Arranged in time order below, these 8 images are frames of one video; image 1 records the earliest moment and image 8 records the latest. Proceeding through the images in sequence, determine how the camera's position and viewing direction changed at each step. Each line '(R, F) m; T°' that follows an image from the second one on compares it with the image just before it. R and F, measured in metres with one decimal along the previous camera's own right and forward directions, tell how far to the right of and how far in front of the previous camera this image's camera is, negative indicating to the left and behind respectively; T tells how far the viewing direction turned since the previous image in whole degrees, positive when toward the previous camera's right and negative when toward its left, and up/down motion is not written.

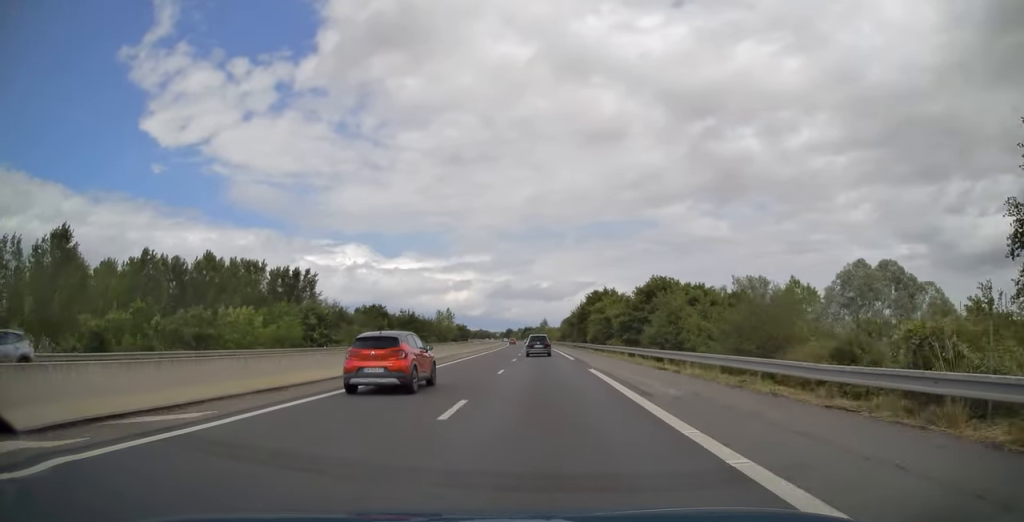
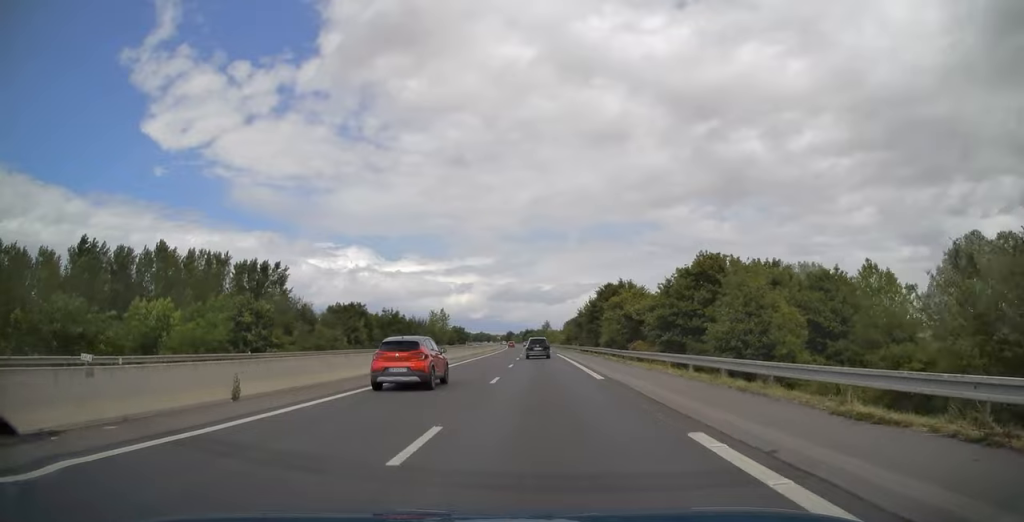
(-0.1, +16.8) m; 0°
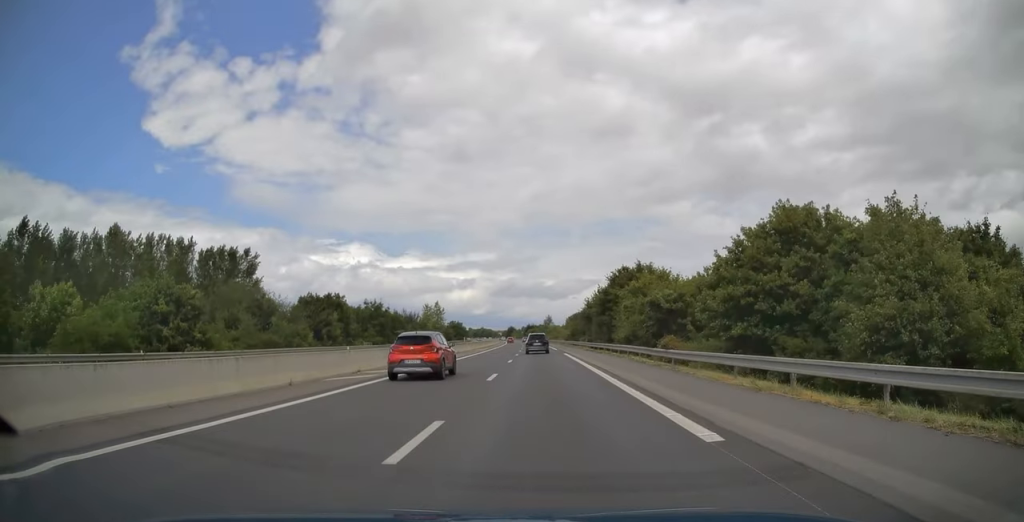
(-0.1, +13.5) m; 0°
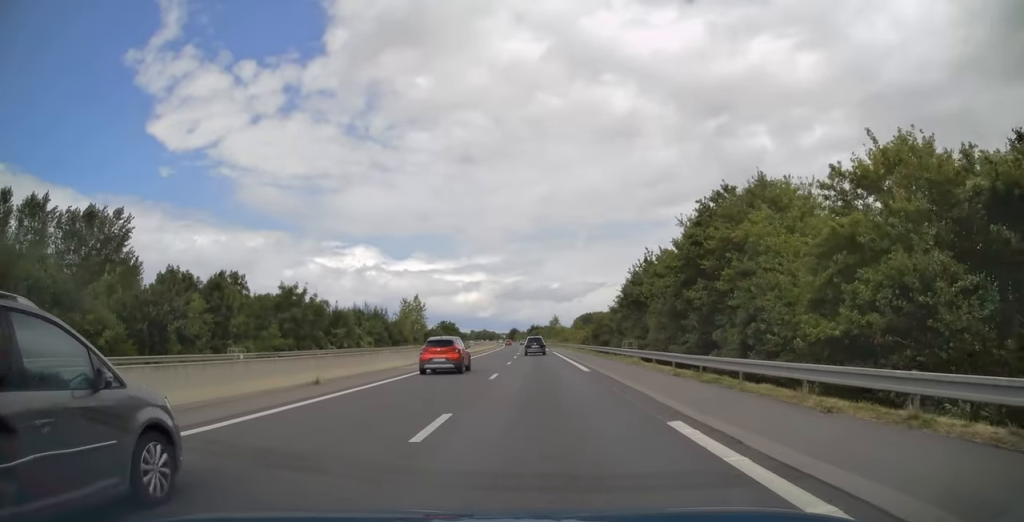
(-0.2, +37.3) m; 0°
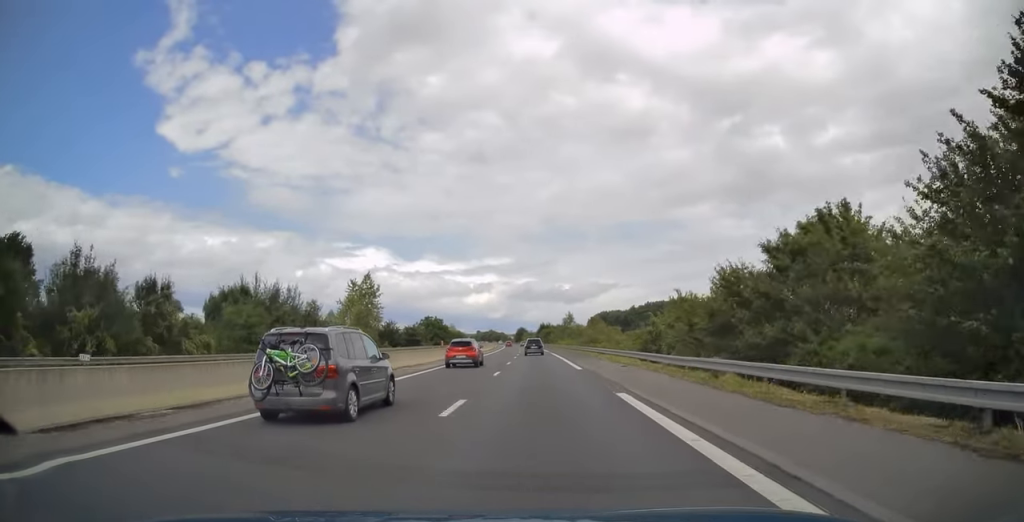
(-0.2, +49.5) m; -1°
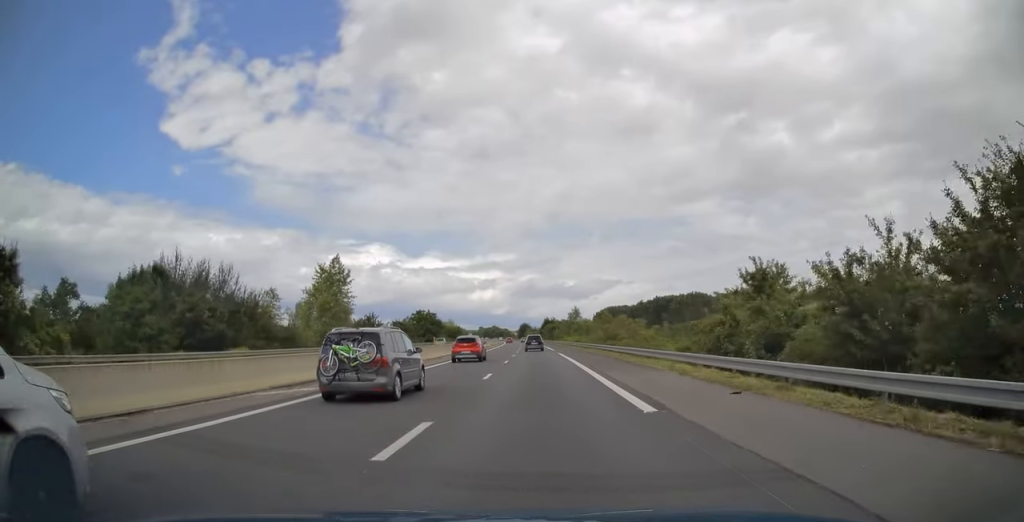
(-0.1, +17.2) m; 0°
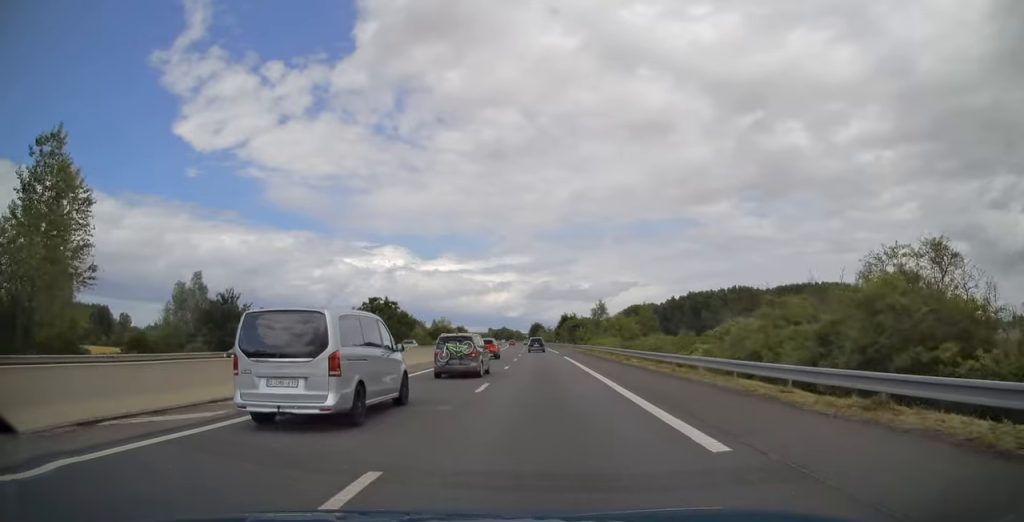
(-0.8, +55.6) m; -1°
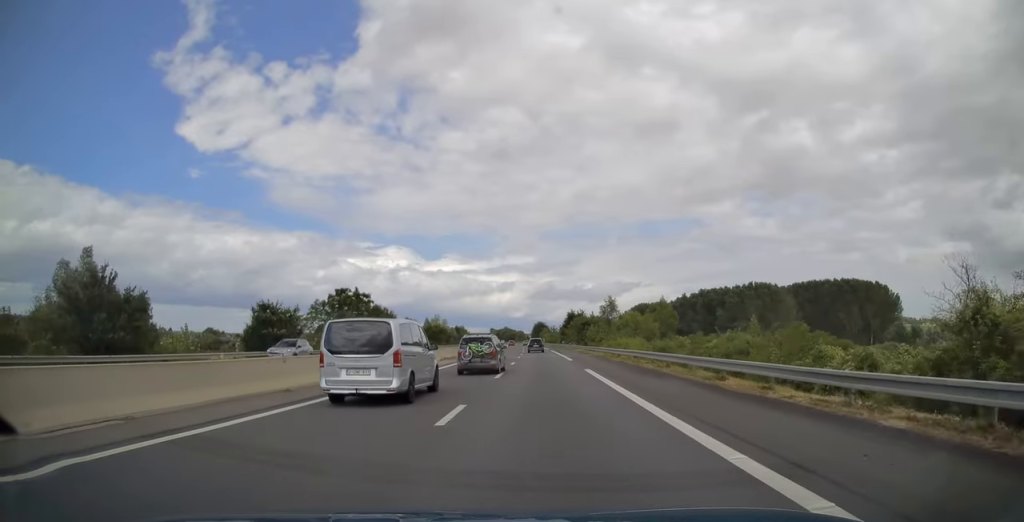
(-0.1, +18.9) m; 0°
